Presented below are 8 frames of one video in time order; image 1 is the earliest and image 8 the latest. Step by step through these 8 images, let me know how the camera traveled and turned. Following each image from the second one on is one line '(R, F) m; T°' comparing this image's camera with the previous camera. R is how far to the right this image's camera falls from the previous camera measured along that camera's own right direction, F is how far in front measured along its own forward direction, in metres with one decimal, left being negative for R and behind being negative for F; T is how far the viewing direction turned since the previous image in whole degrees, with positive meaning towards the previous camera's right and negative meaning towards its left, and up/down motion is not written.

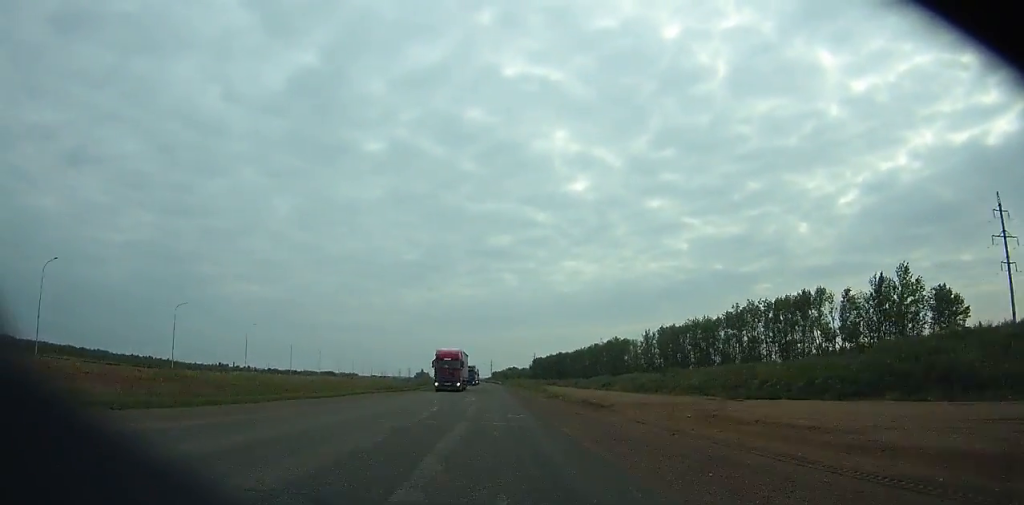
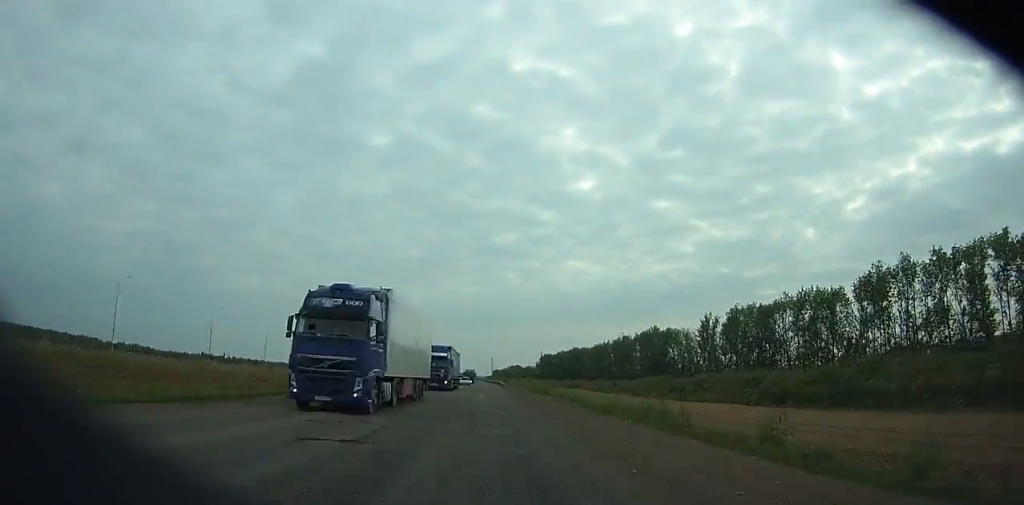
(-0.1, +51.5) m; 0°
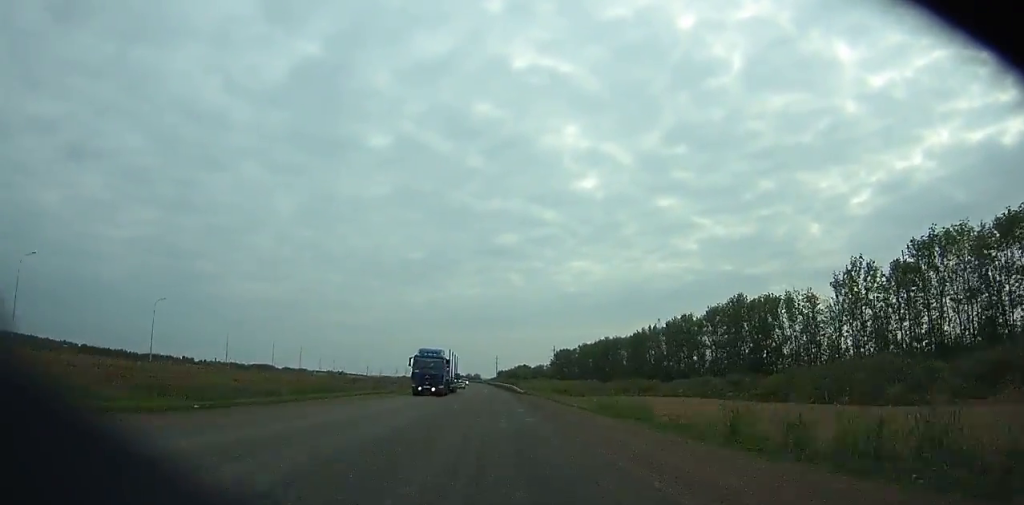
(-0.2, +57.6) m; 0°
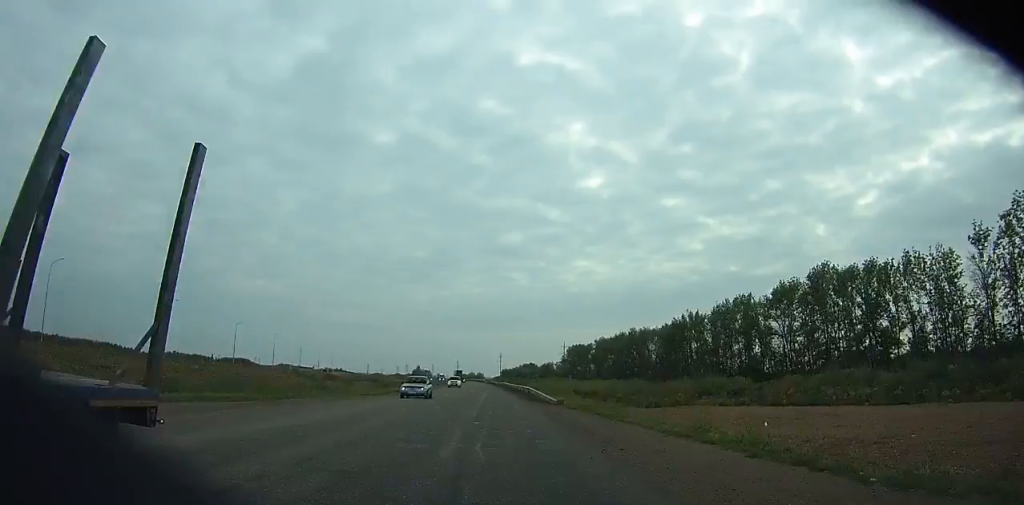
(0.0, +29.8) m; 0°
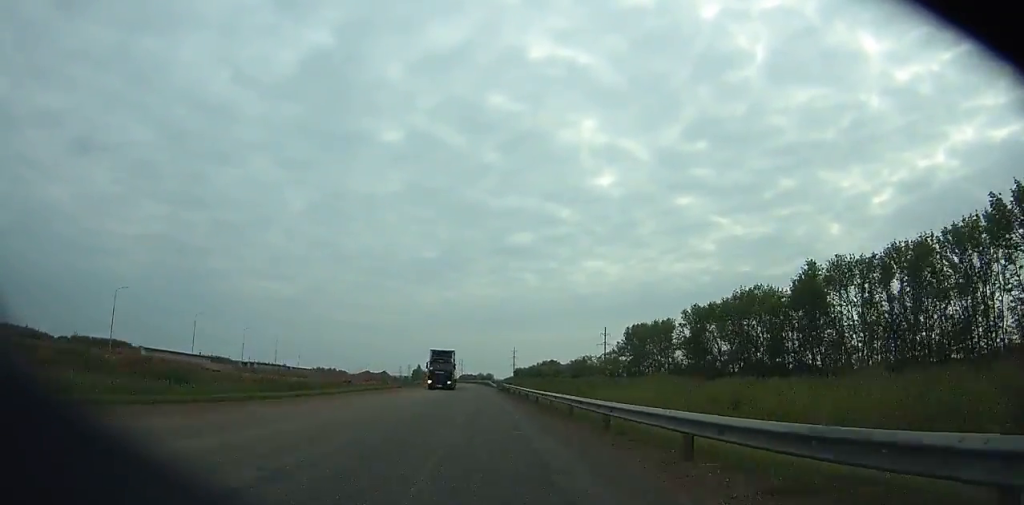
(-0.7, +88.2) m; -1°
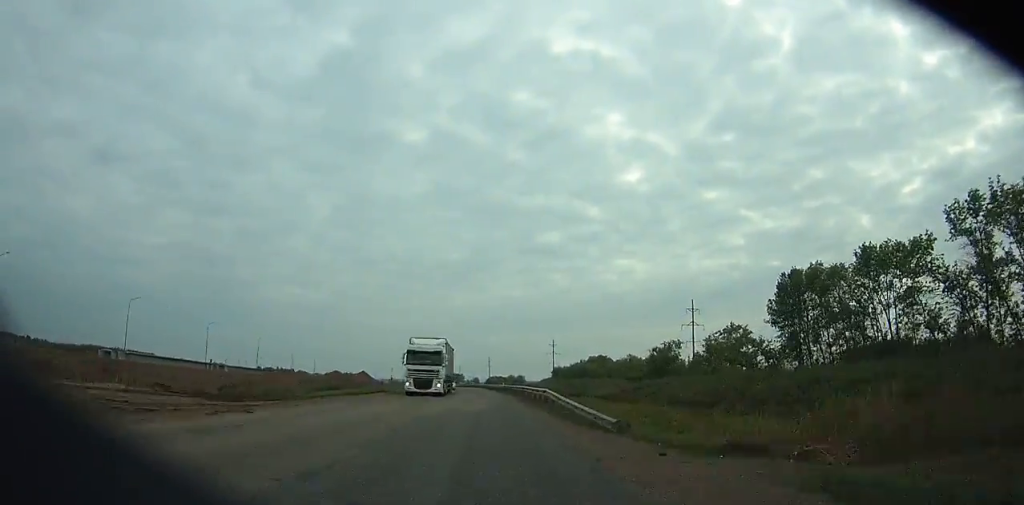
(-1.0, +69.6) m; -2°
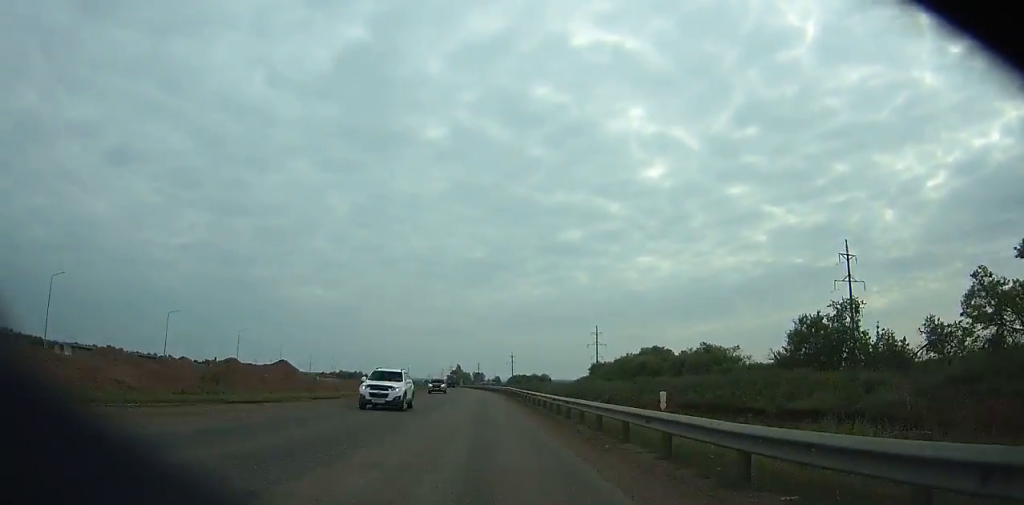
(-1.2, +61.3) m; -2°
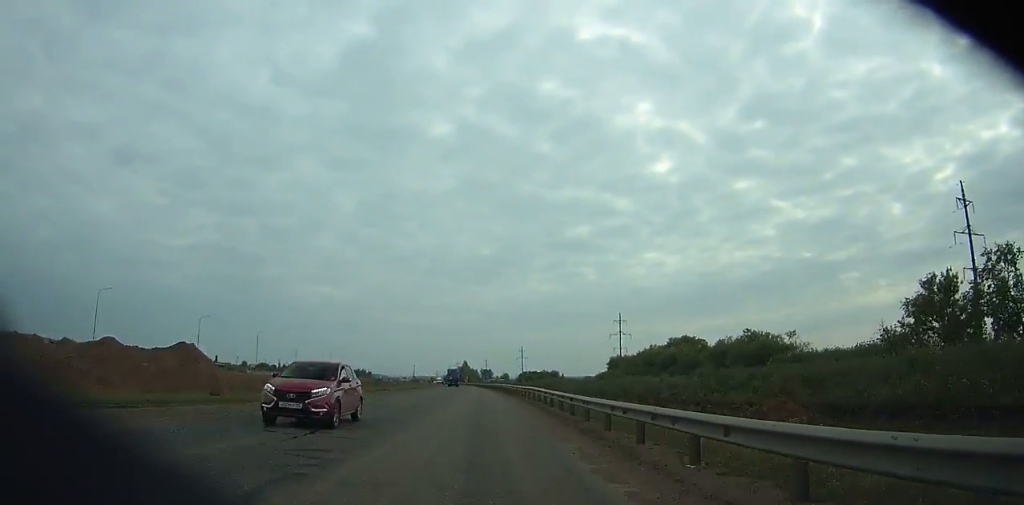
(-0.1, +24.9) m; -1°
